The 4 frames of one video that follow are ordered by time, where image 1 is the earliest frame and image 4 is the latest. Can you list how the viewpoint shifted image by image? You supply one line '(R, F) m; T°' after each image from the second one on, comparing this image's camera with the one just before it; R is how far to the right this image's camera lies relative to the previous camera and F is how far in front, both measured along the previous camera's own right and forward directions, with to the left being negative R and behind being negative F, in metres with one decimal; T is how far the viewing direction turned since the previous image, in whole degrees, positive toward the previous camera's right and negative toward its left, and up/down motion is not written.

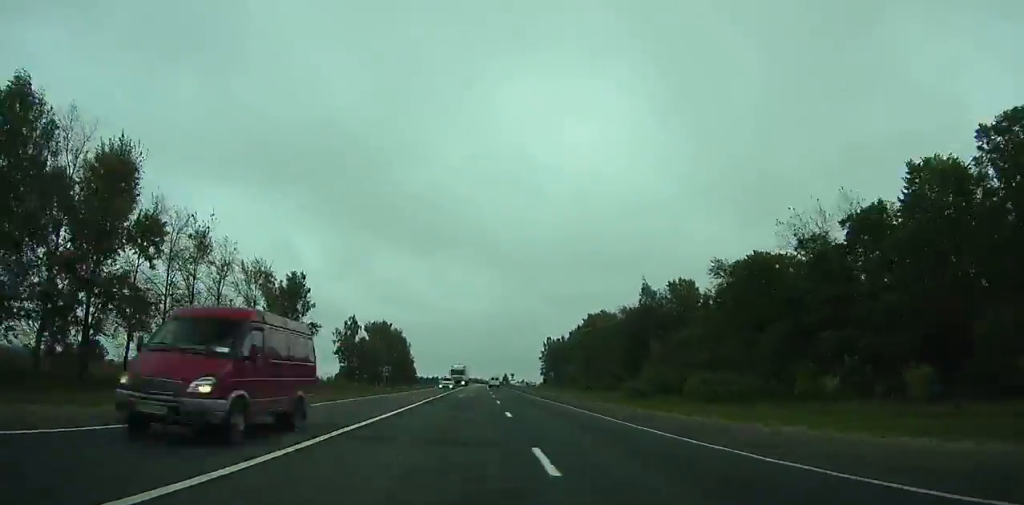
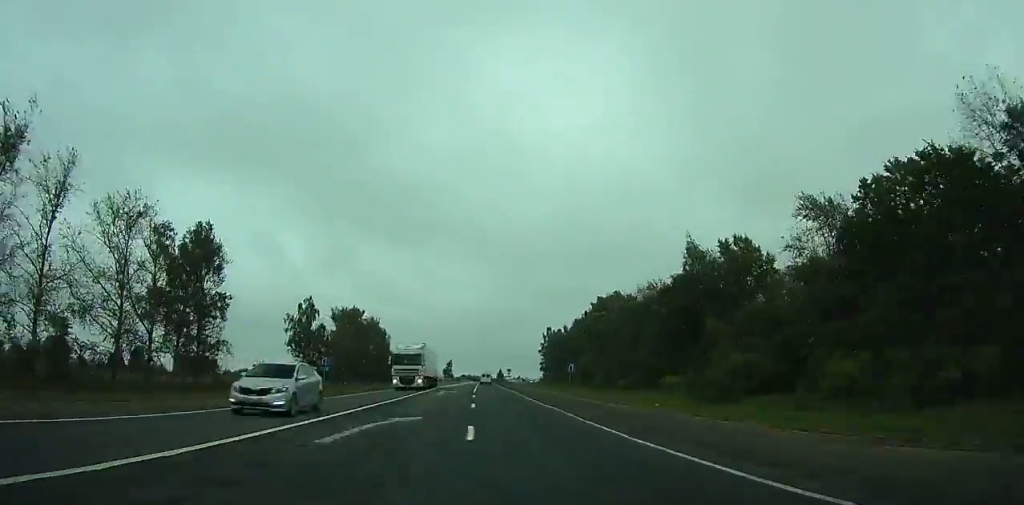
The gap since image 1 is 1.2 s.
(+0.3, +30.7) m; 0°
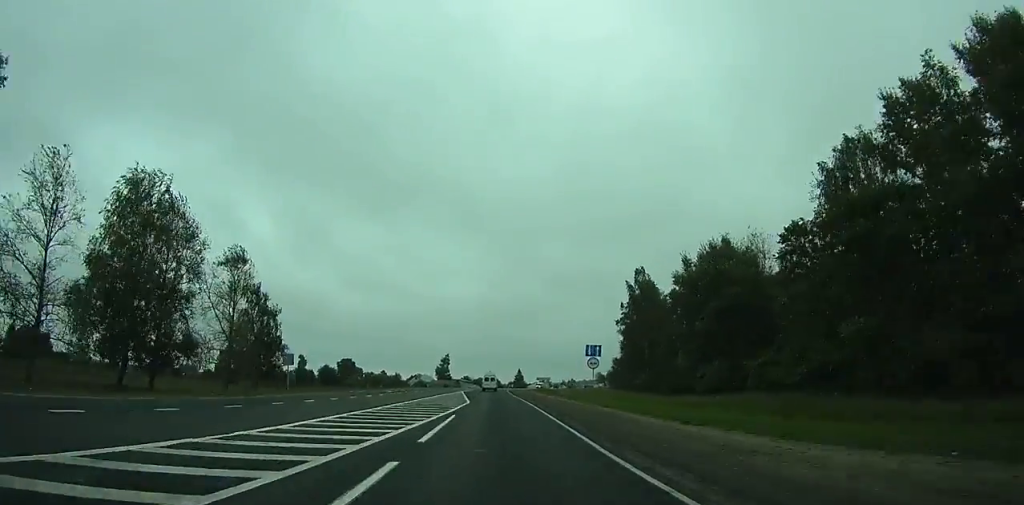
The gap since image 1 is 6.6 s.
(-0.4, +132.6) m; -5°
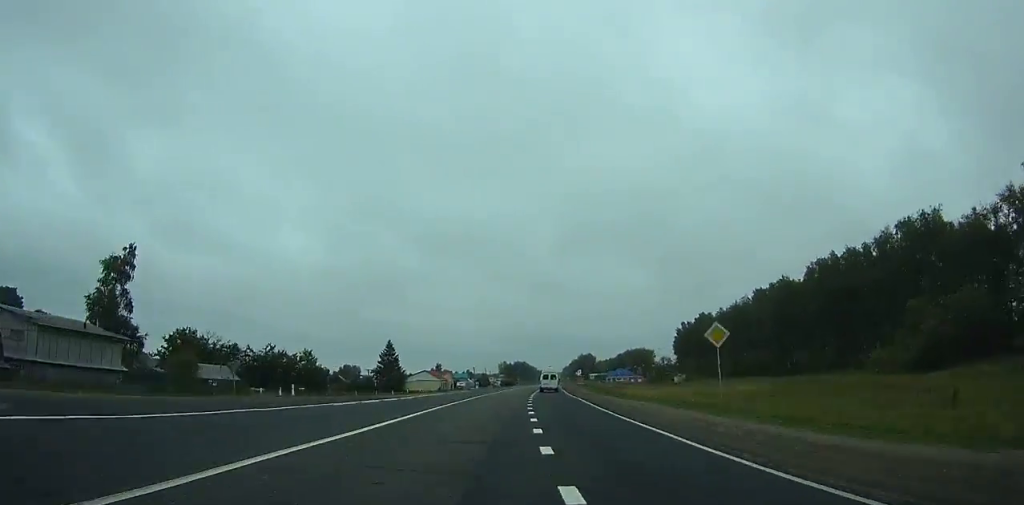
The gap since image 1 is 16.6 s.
(+27.4, +201.0) m; +17°
